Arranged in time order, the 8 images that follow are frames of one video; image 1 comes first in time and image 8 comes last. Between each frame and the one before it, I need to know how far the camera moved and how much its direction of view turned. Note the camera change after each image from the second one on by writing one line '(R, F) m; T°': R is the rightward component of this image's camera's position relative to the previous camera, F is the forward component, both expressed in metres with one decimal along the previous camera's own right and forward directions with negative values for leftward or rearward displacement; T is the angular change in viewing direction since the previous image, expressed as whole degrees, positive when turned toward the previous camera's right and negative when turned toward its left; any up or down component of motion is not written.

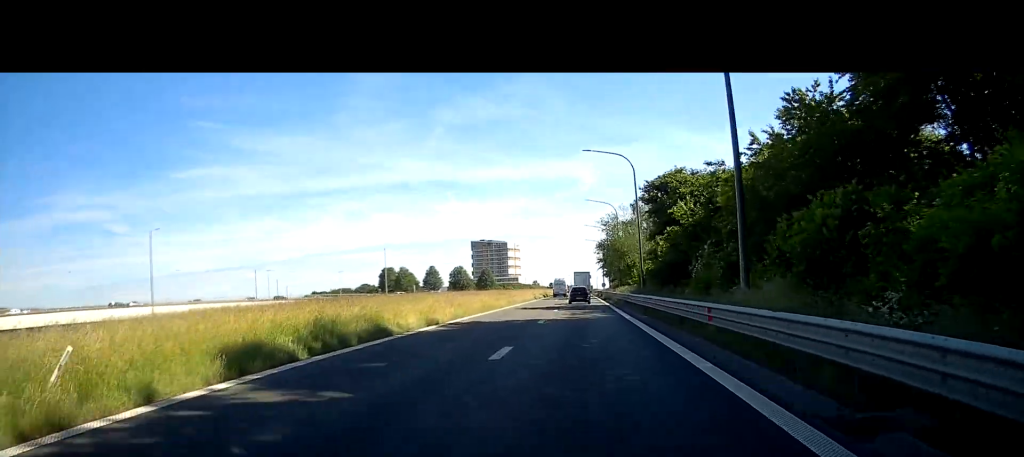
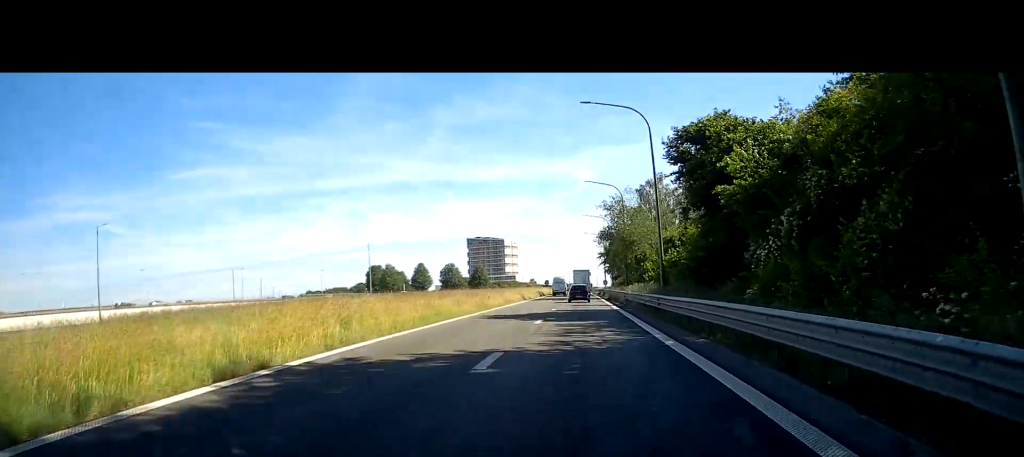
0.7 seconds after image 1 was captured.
(-0.1, +14.0) m; 0°
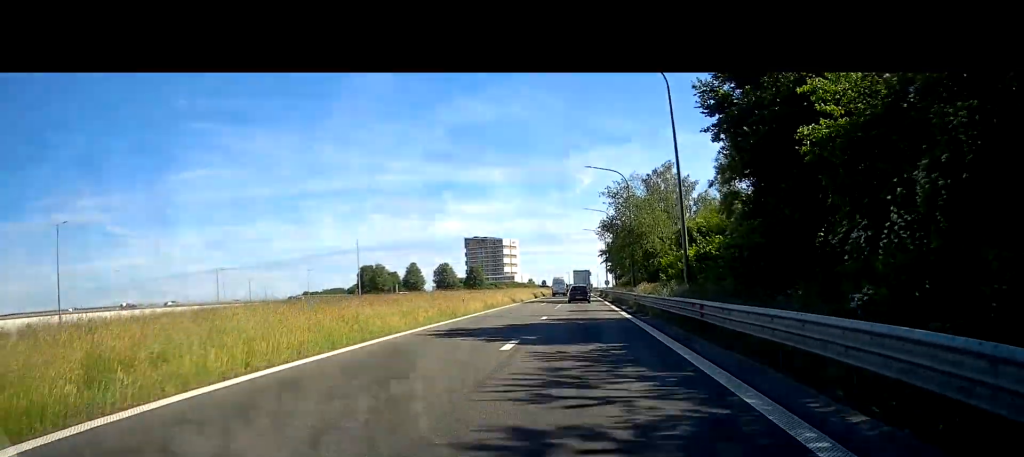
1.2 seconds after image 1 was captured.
(0.0, +9.3) m; 0°
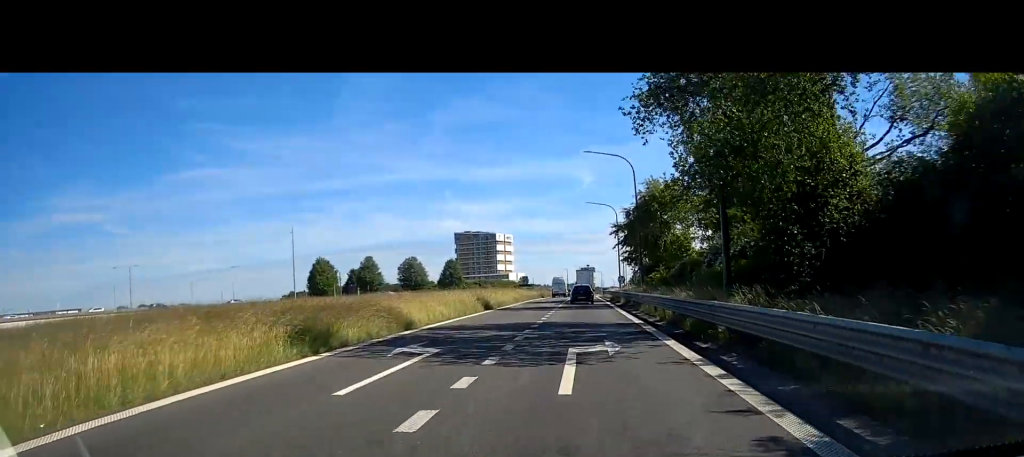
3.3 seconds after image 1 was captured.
(0.0, +40.6) m; -1°
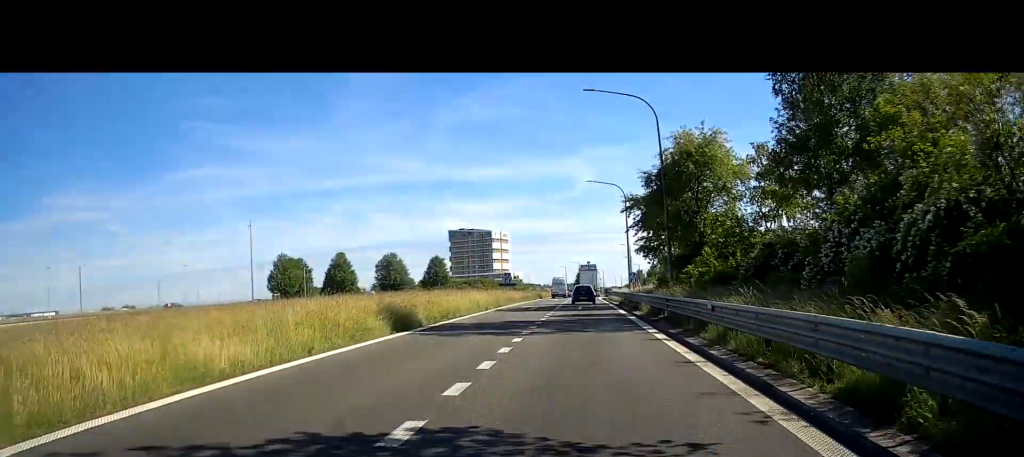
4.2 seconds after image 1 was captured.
(-0.1, +17.9) m; 0°
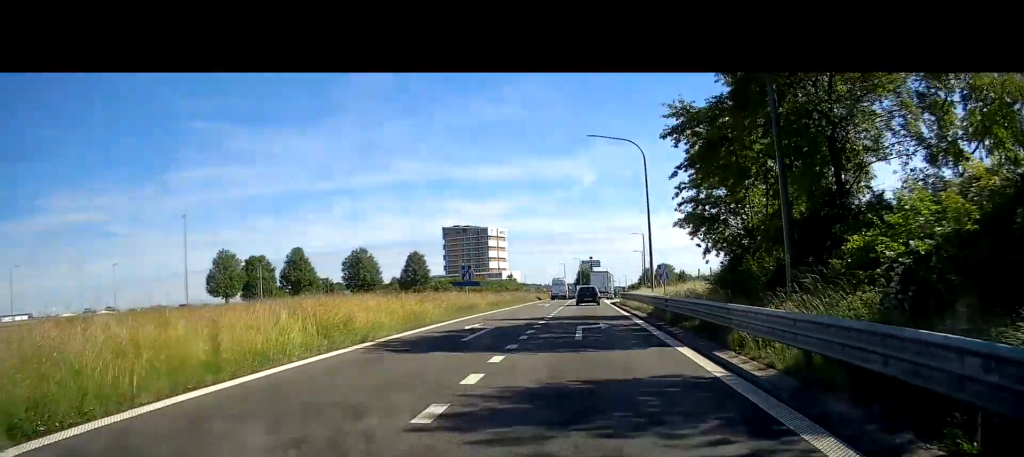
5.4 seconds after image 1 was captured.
(-0.1, +21.6) m; -1°
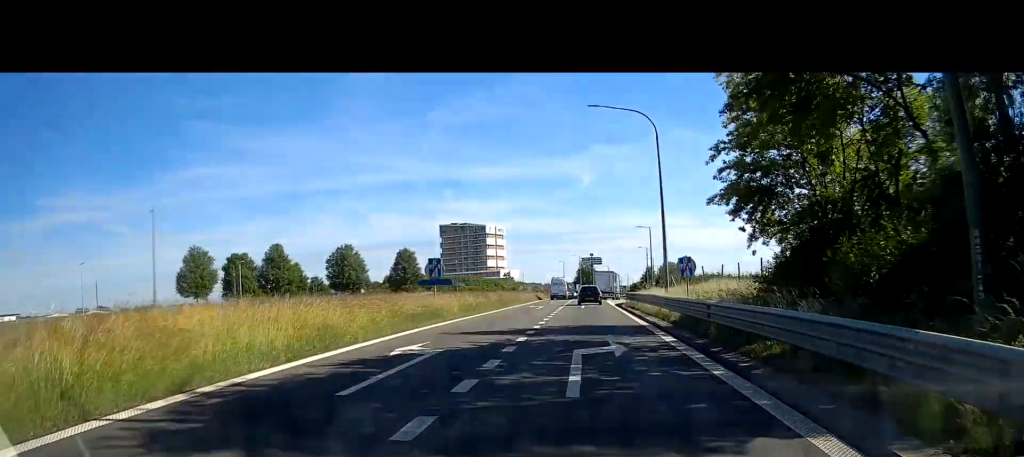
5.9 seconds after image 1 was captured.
(0.0, +8.3) m; +1°
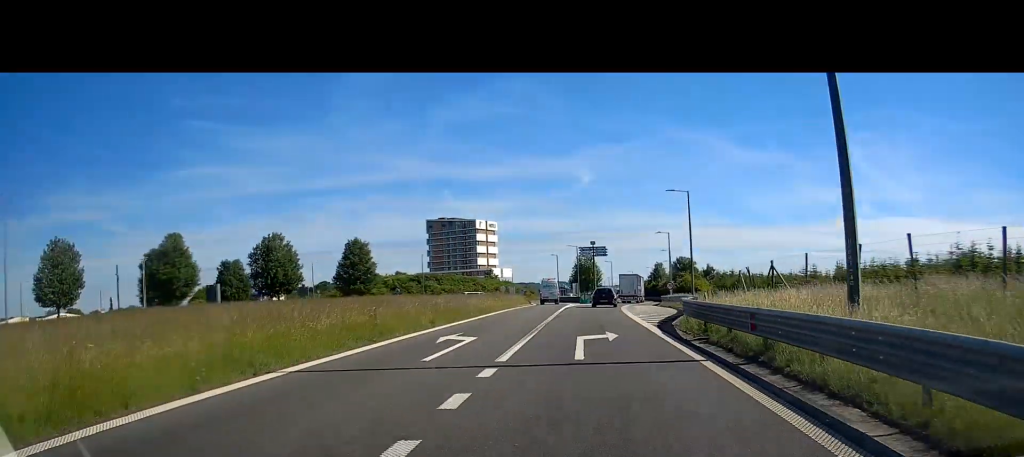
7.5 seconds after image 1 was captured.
(+1.3, +28.6) m; +6°
